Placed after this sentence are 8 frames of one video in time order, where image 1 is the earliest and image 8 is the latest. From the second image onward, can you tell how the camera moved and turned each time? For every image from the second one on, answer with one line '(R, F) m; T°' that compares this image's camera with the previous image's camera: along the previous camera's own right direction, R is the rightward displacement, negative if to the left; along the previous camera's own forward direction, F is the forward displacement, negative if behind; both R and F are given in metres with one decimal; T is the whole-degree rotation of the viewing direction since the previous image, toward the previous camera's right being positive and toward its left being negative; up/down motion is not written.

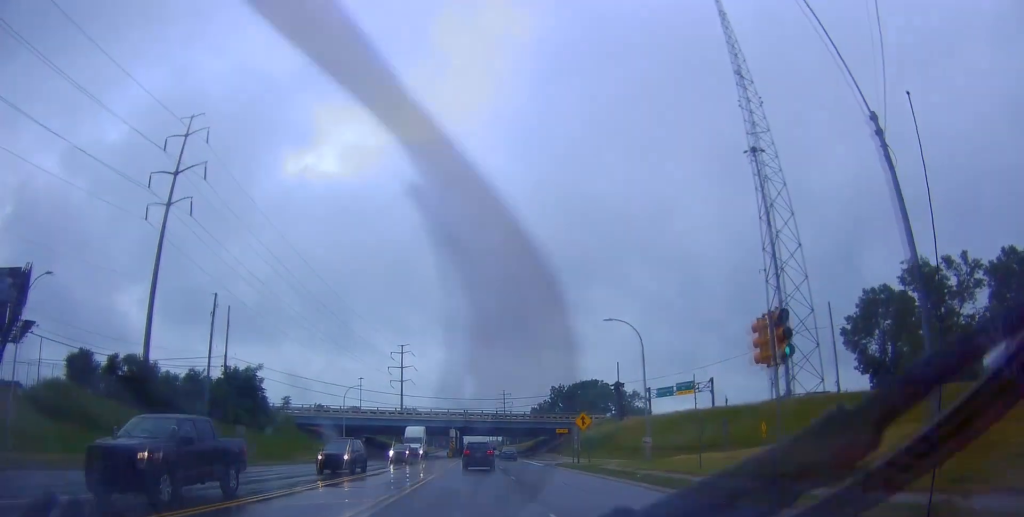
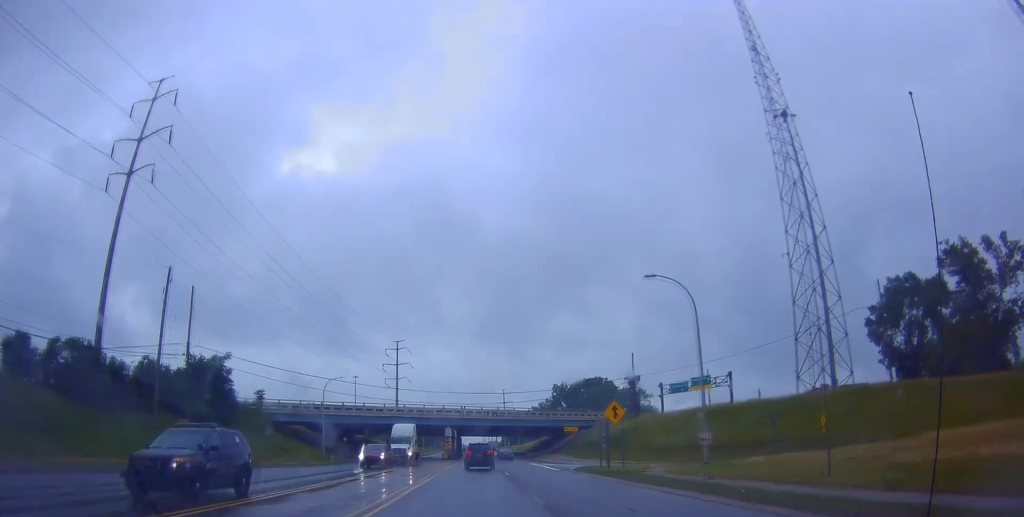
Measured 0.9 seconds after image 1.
(0.0, +8.7) m; +3°
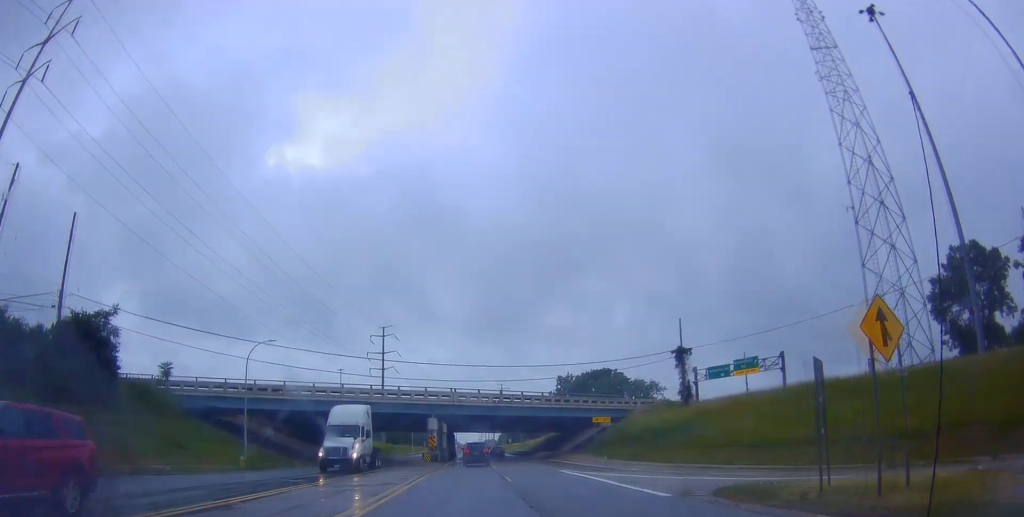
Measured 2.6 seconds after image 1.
(+0.1, +19.8) m; -2°
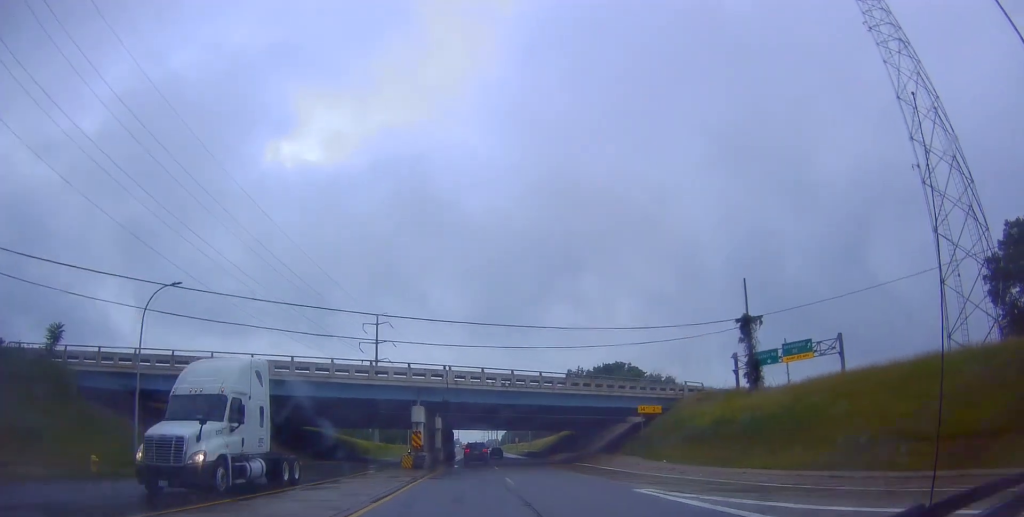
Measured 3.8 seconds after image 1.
(-0.1, +14.9) m; +1°
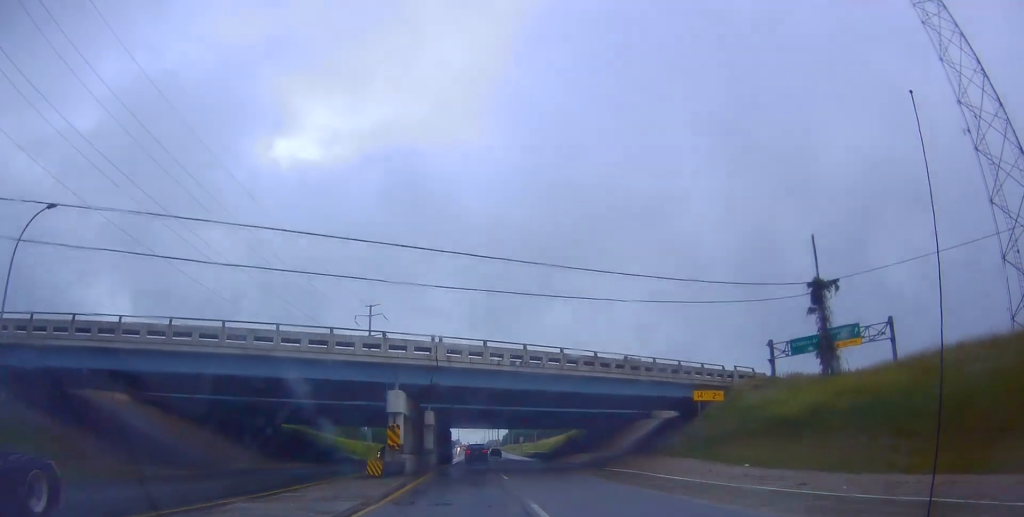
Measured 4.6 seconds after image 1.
(+0.2, +11.0) m; 0°
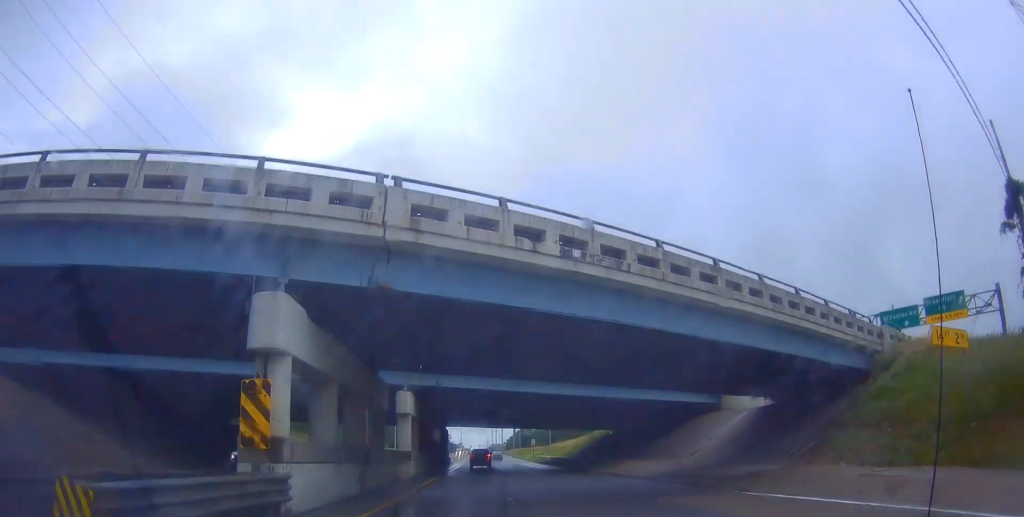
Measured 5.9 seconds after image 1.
(-0.4, +18.0) m; 0°
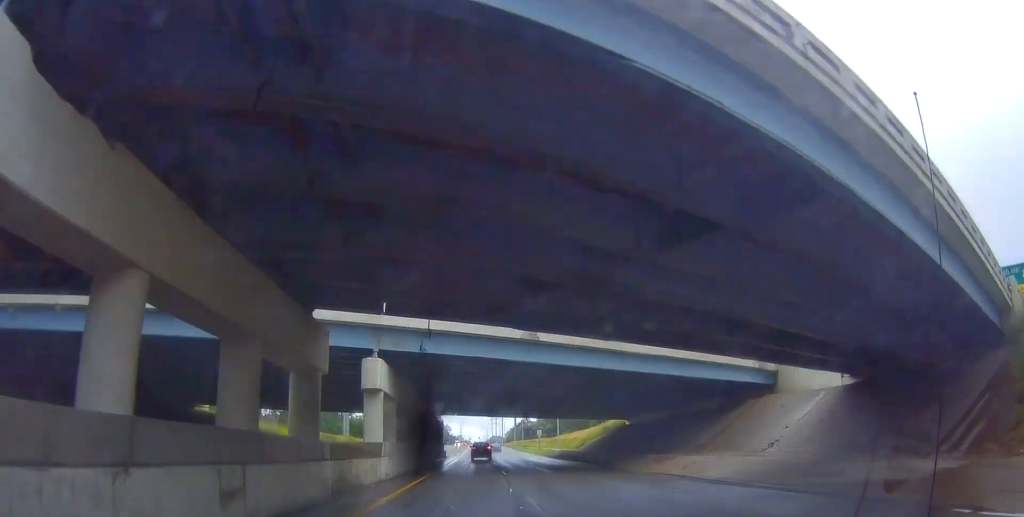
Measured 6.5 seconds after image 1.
(+0.2, +9.4) m; -1°
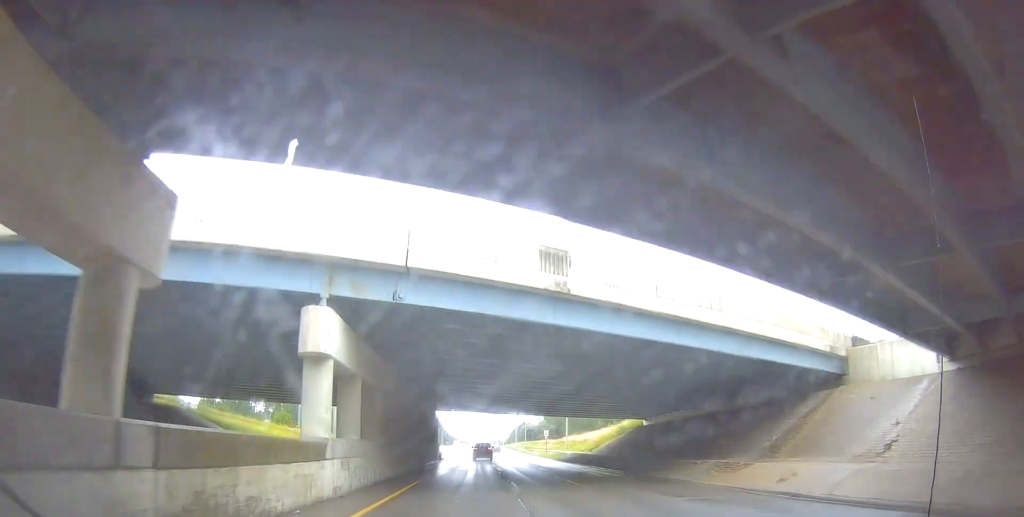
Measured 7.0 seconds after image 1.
(+0.5, +8.0) m; -1°
